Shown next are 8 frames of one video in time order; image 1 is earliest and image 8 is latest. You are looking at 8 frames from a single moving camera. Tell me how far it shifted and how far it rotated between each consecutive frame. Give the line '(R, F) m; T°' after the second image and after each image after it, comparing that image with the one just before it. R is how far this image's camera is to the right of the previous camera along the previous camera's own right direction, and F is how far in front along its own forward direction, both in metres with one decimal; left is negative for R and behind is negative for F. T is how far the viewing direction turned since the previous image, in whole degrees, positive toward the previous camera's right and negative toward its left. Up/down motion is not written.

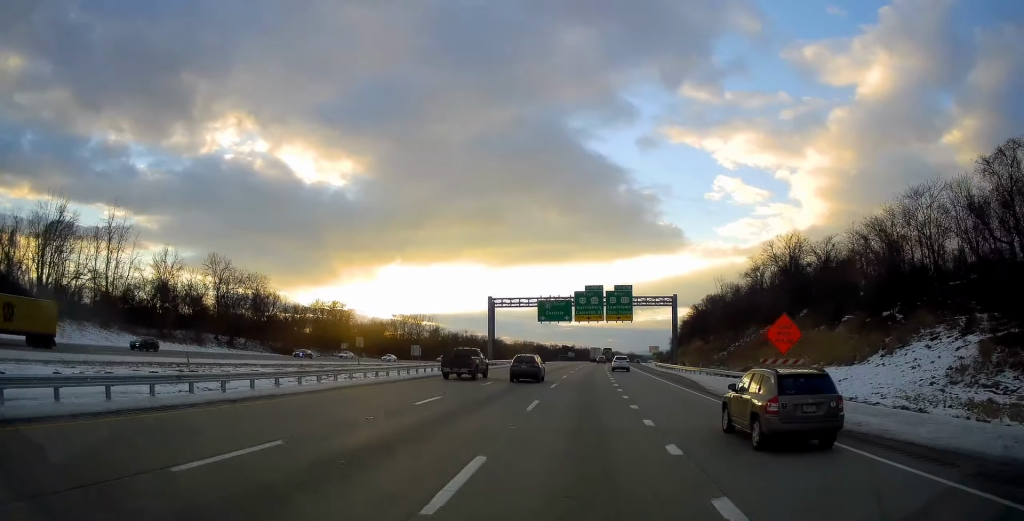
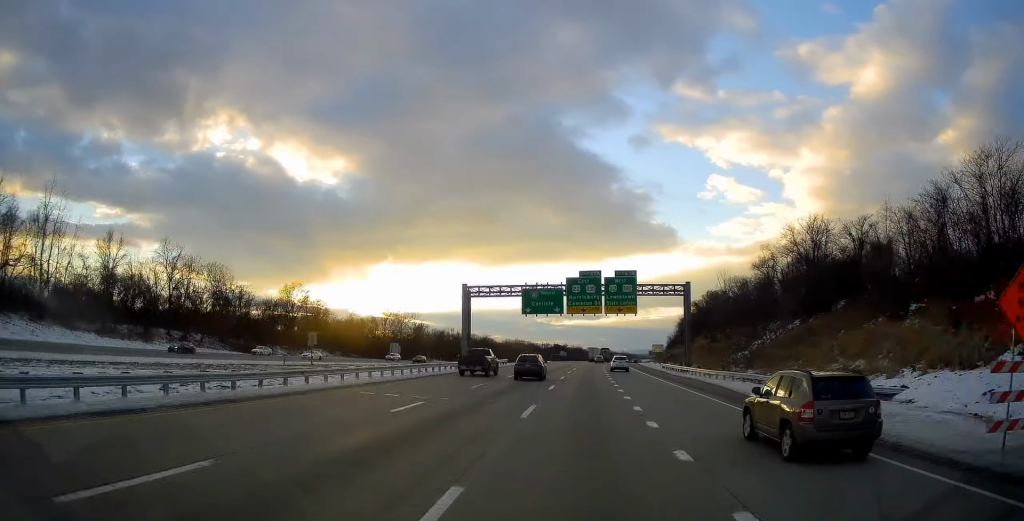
(-0.1, +14.4) m; 0°
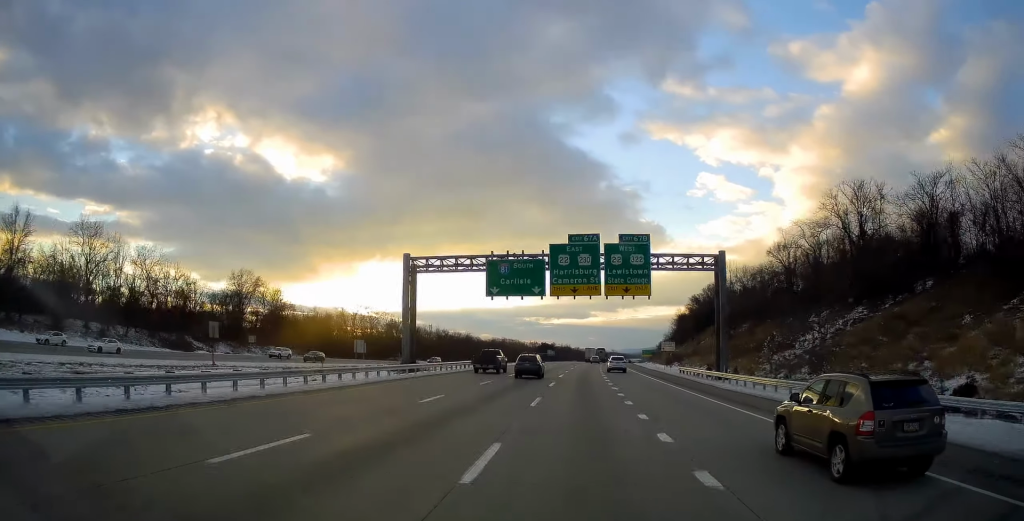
(-0.1, +20.6) m; +1°
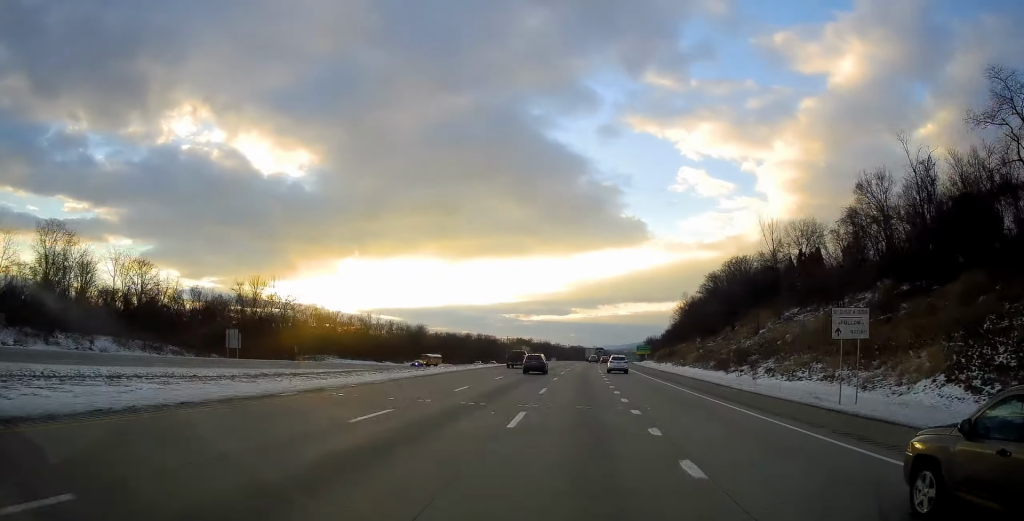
(+1.9, +53.8) m; +2°
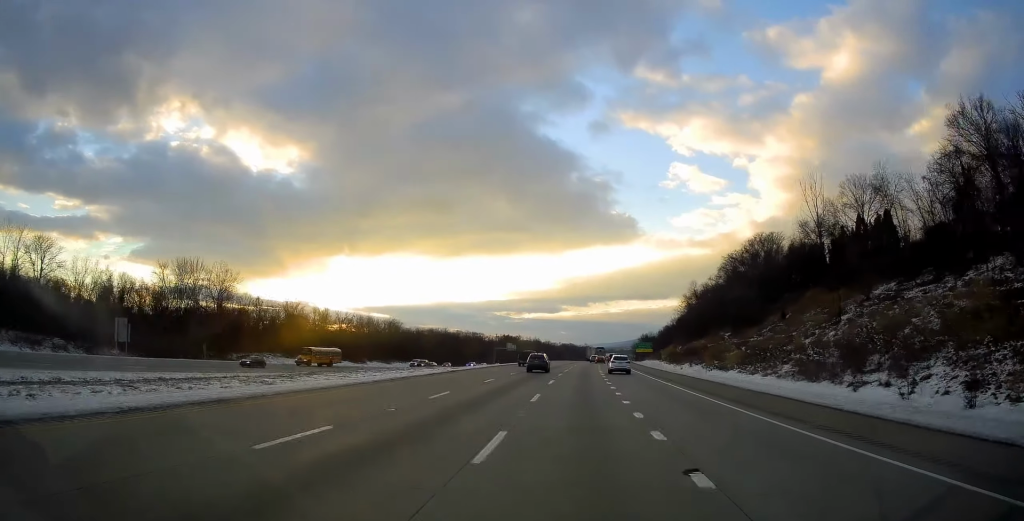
(+0.2, +28.1) m; +1°
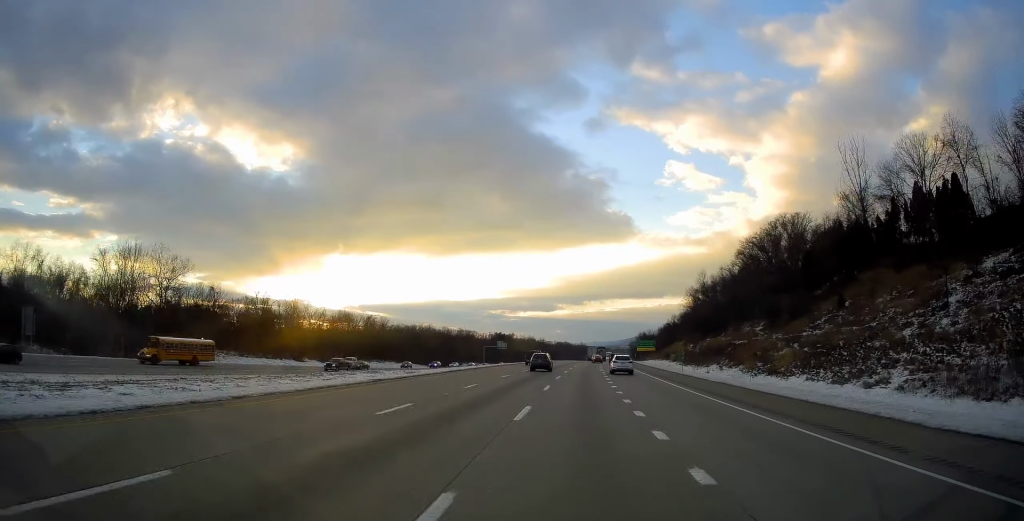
(+0.2, +17.6) m; +1°
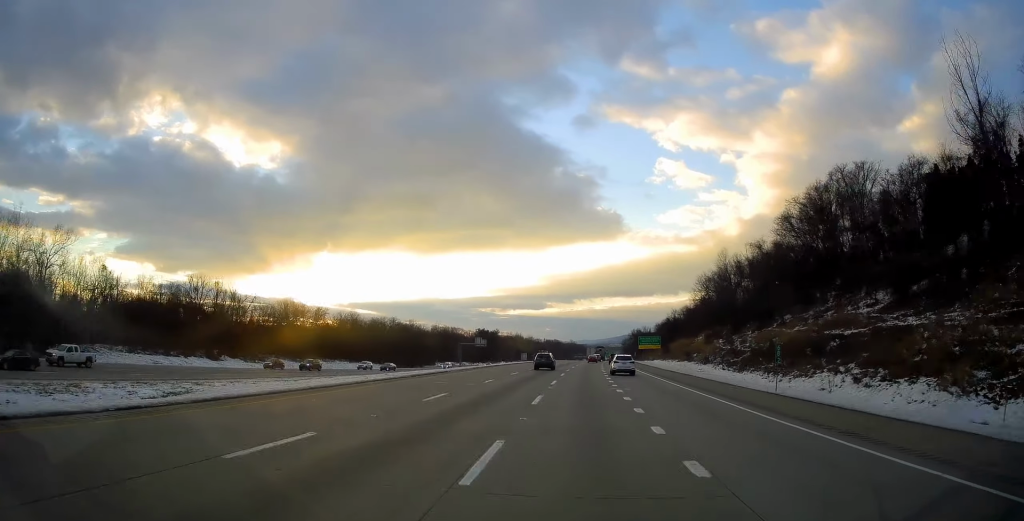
(+0.1, +31.4) m; 0°
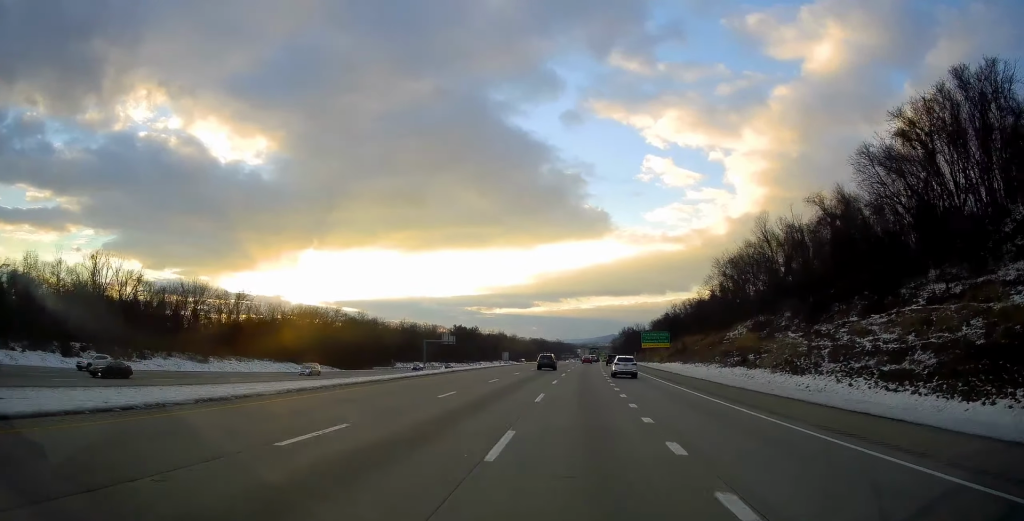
(+0.4, +34.2) m; +1°
